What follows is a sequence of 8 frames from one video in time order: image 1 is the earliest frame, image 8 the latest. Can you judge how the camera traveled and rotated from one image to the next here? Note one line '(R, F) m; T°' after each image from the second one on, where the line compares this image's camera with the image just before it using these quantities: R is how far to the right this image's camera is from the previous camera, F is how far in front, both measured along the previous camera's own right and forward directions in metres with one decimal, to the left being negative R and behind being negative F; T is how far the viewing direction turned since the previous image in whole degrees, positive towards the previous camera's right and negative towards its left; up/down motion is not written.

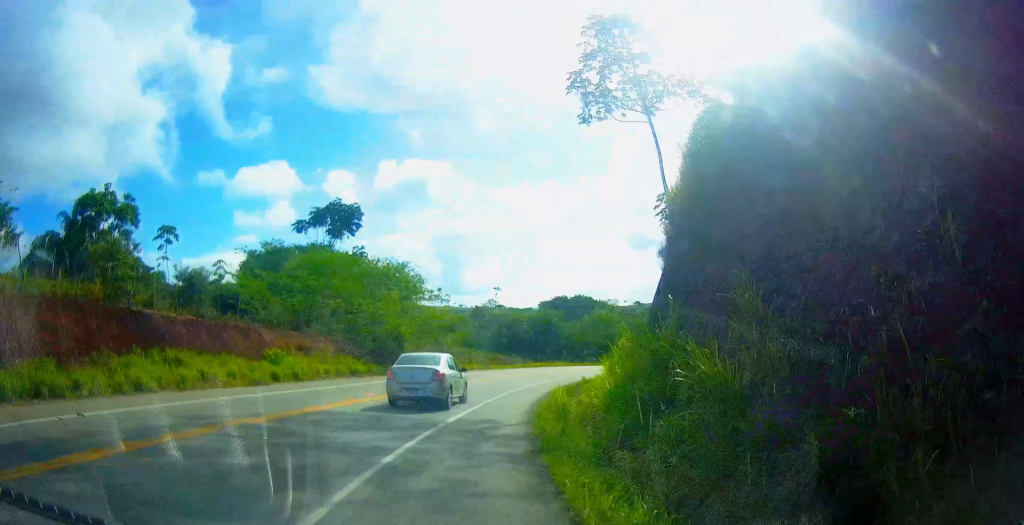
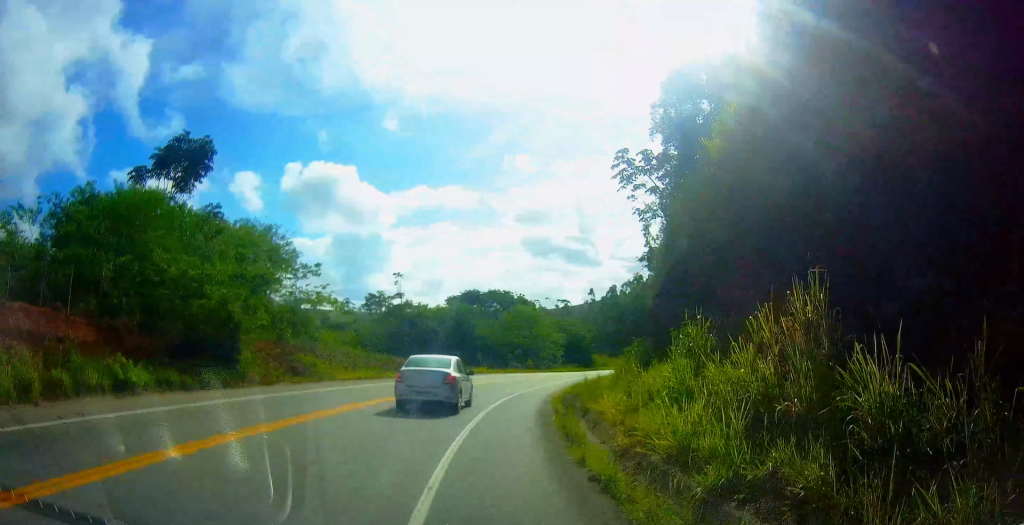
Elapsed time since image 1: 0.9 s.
(+1.9, +20.5) m; +6°
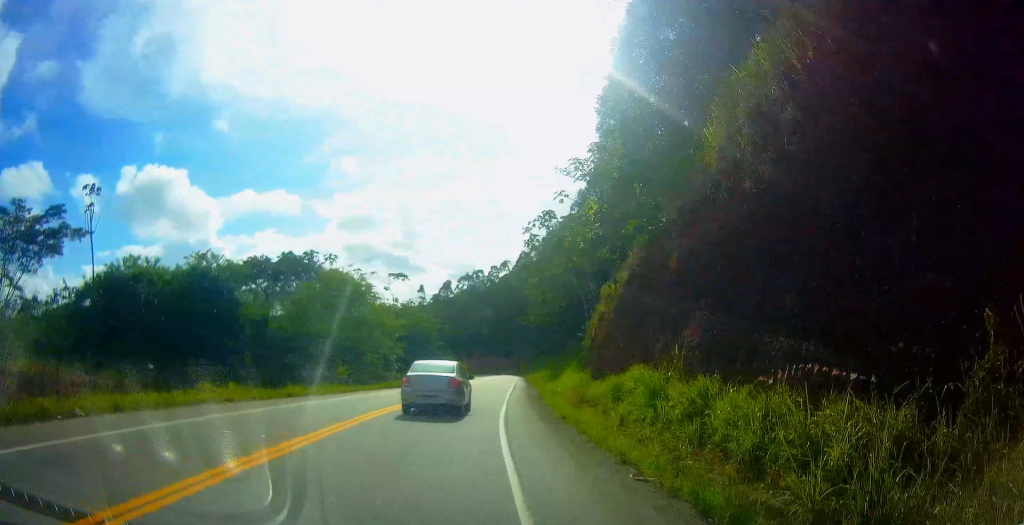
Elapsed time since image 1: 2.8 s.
(+0.8, +40.2) m; +2°
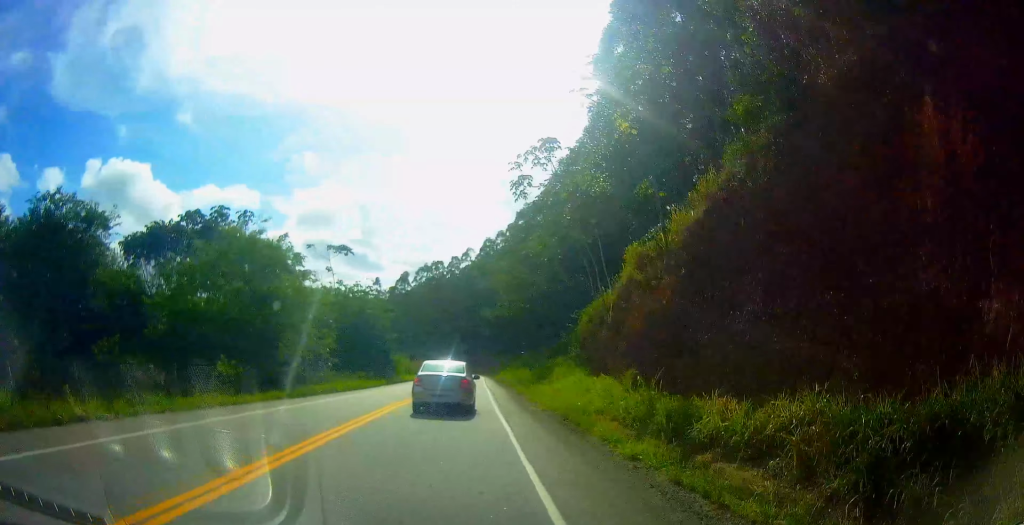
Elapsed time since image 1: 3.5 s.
(+0.1, +14.7) m; +5°
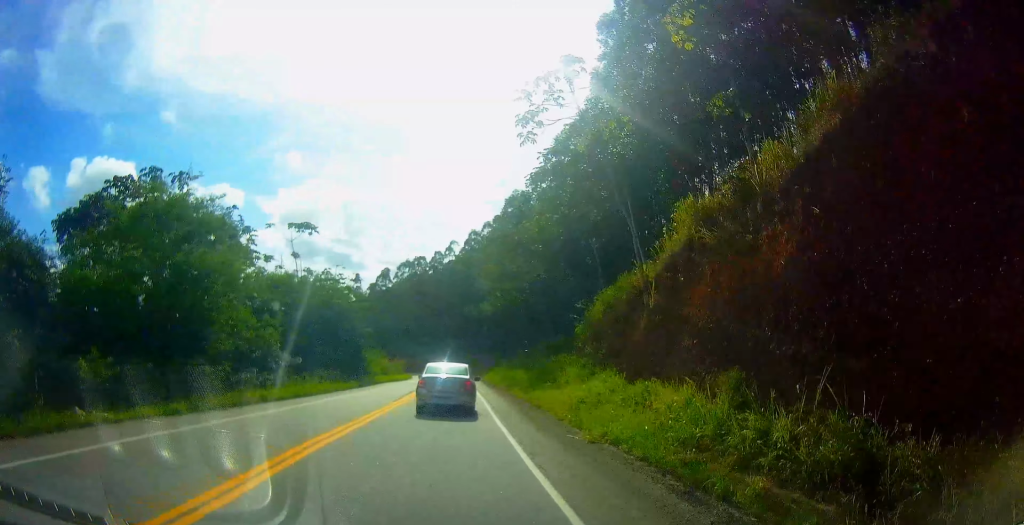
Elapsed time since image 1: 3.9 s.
(-0.7, +8.5) m; +5°
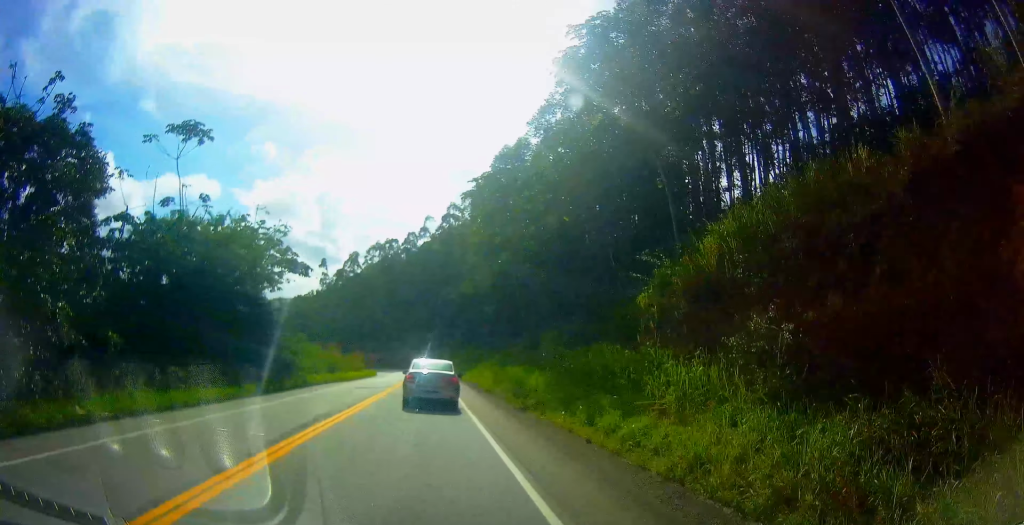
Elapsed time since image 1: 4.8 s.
(+3.1, +18.2) m; +17°
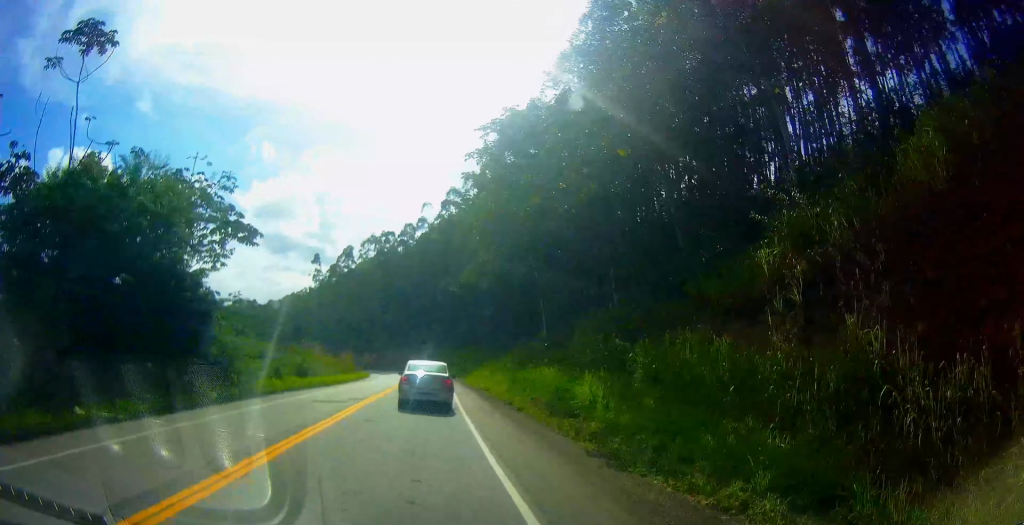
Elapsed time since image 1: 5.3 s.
(+0.9, +10.1) m; +7°
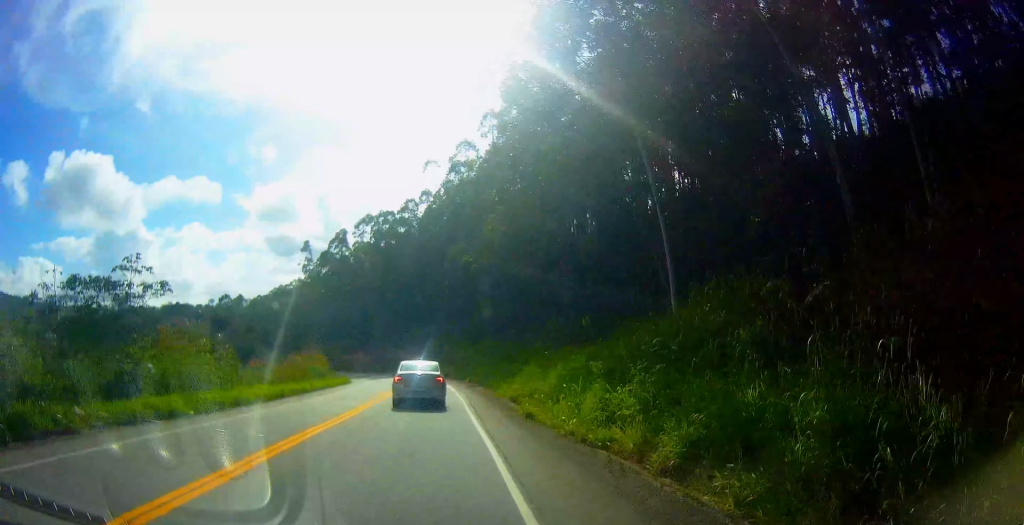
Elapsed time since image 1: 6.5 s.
(+2.5, +23.3) m; +6°
